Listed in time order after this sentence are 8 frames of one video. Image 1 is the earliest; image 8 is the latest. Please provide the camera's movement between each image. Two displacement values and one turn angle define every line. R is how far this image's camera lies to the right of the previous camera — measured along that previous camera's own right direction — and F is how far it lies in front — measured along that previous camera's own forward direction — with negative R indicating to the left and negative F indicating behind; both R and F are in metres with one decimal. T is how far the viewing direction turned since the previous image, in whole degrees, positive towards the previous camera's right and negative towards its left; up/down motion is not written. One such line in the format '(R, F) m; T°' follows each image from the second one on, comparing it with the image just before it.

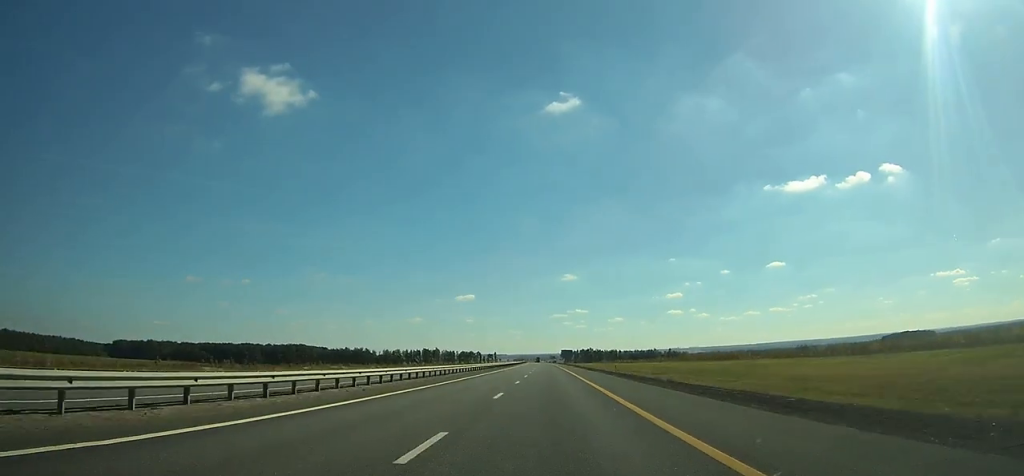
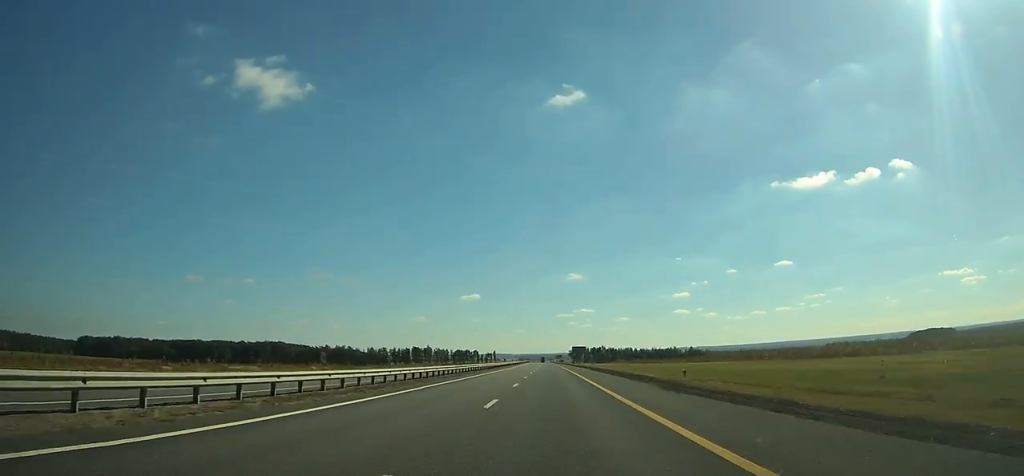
(-0.4, +73.5) m; -1°
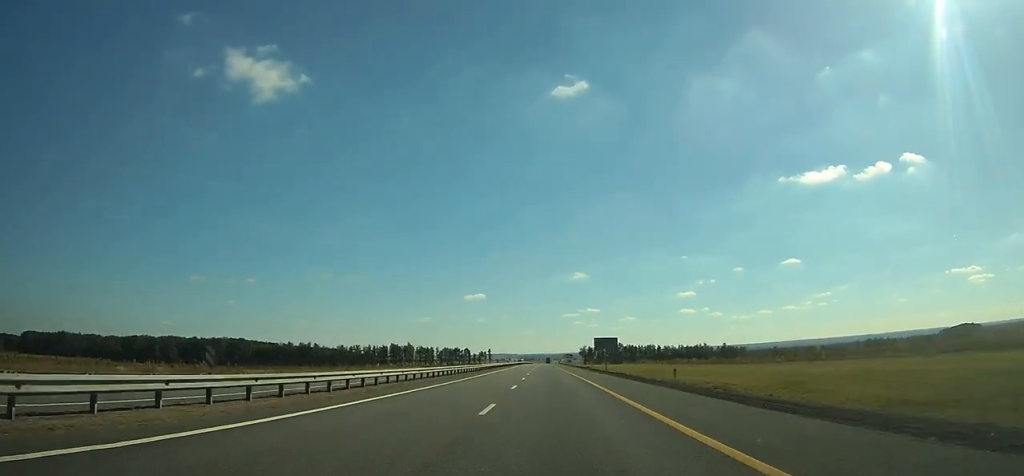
(-0.6, +97.1) m; -1°
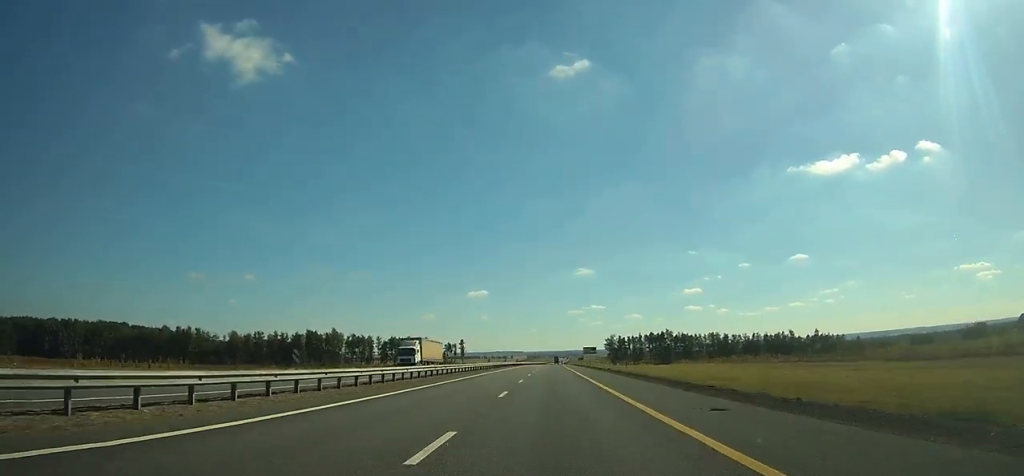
(-1.2, +179.6) m; 0°
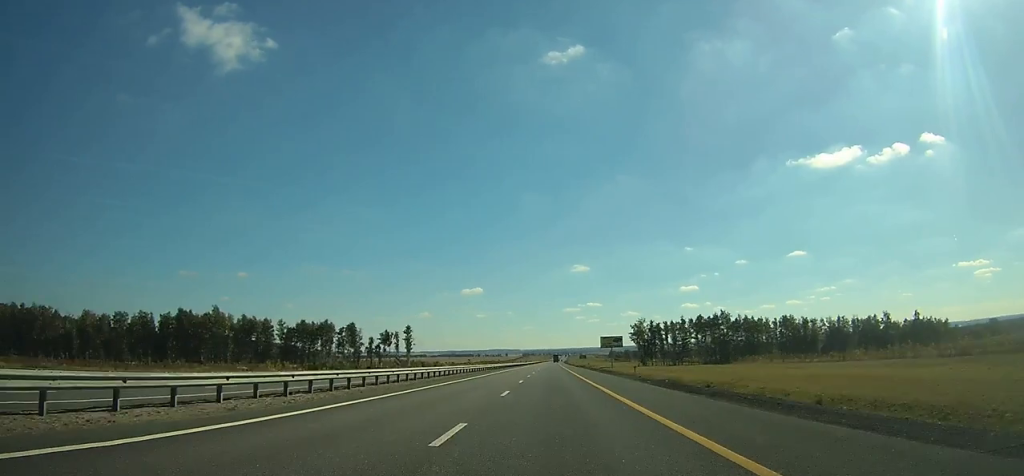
(+0.1, +105.8) m; 0°
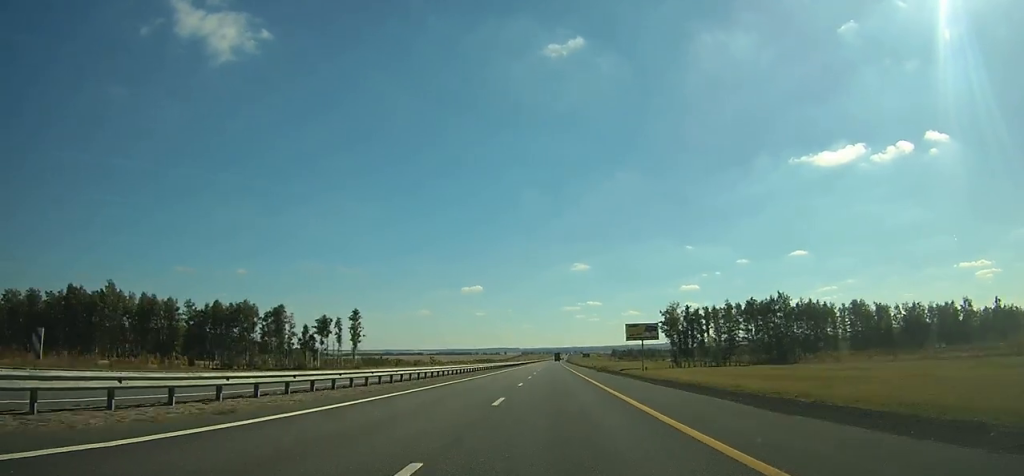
(+0.1, +50.6) m; 0°
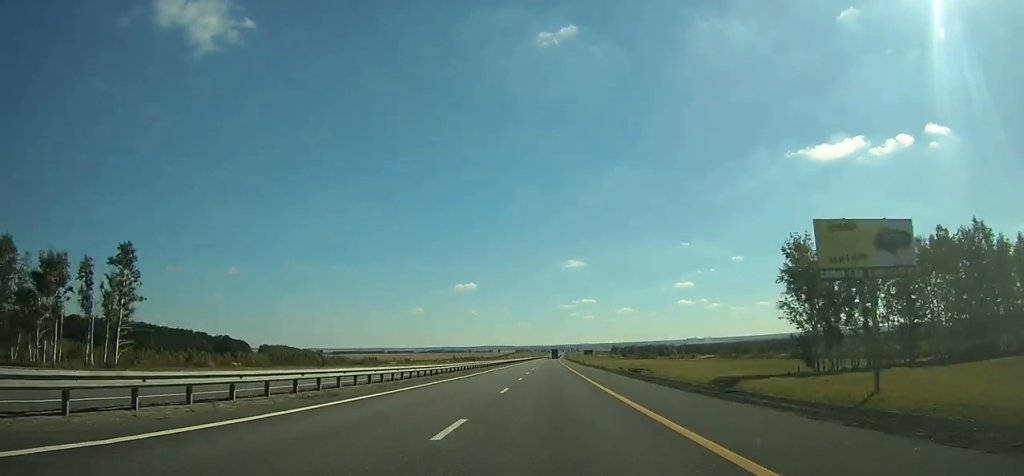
(+0.3, +75.7) m; 0°
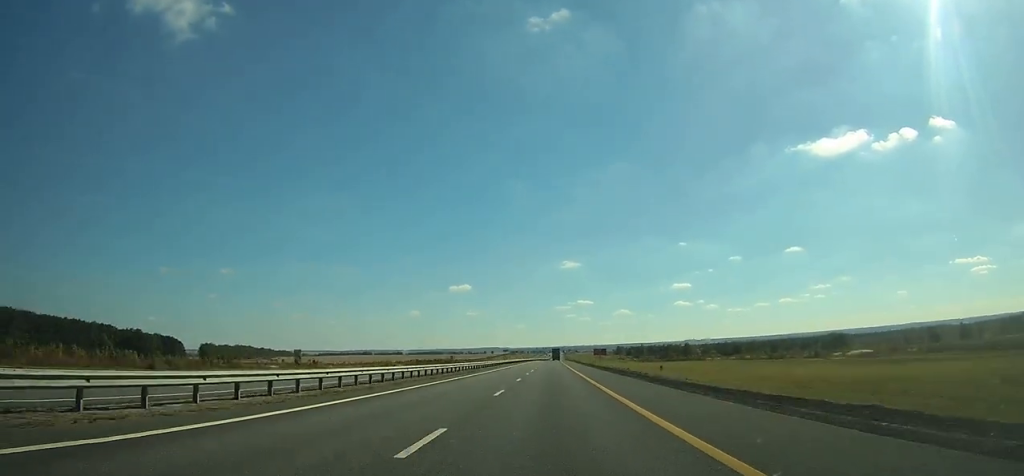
(+0.3, +121.2) m; 0°
